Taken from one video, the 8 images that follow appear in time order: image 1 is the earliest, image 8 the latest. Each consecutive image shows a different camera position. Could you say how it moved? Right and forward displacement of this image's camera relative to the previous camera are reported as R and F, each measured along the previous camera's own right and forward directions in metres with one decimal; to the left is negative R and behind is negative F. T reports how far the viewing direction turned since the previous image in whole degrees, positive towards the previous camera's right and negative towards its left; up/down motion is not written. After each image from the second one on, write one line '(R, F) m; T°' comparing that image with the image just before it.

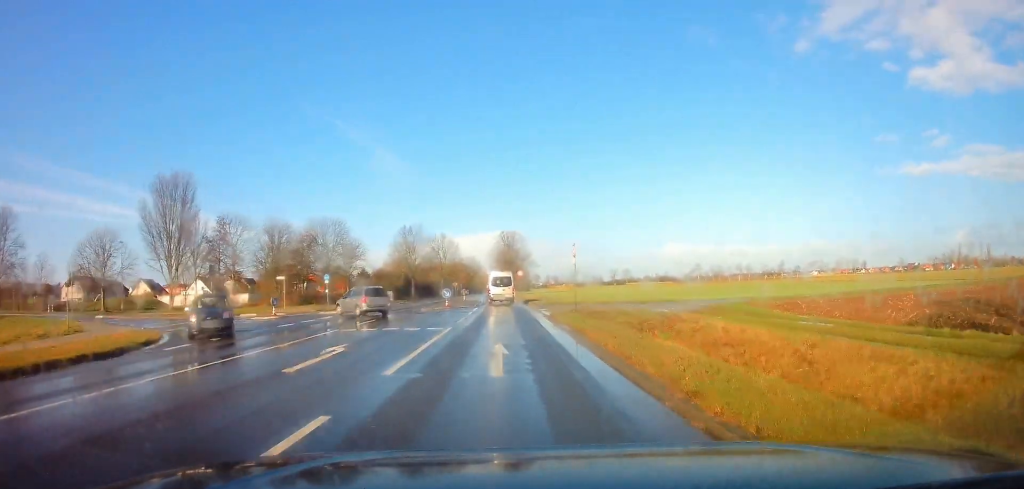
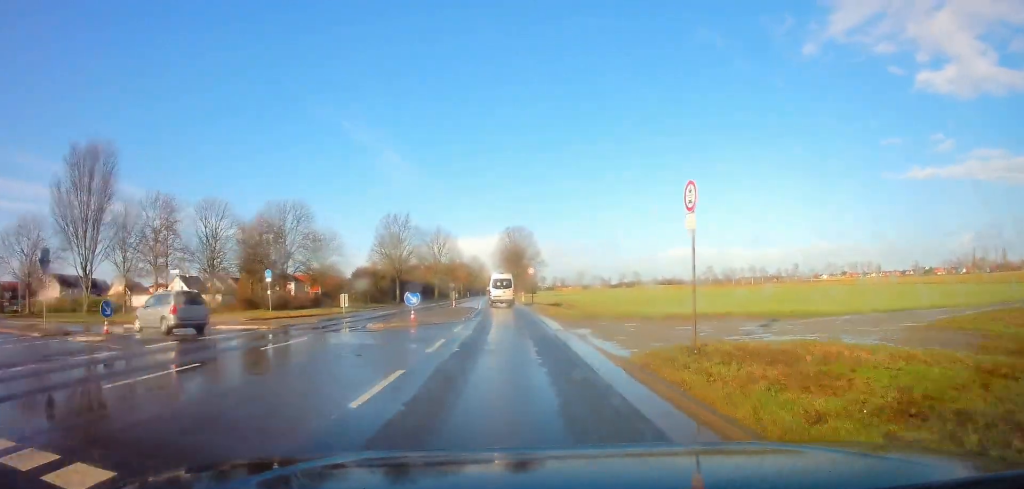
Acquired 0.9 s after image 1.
(0.0, +16.2) m; -1°
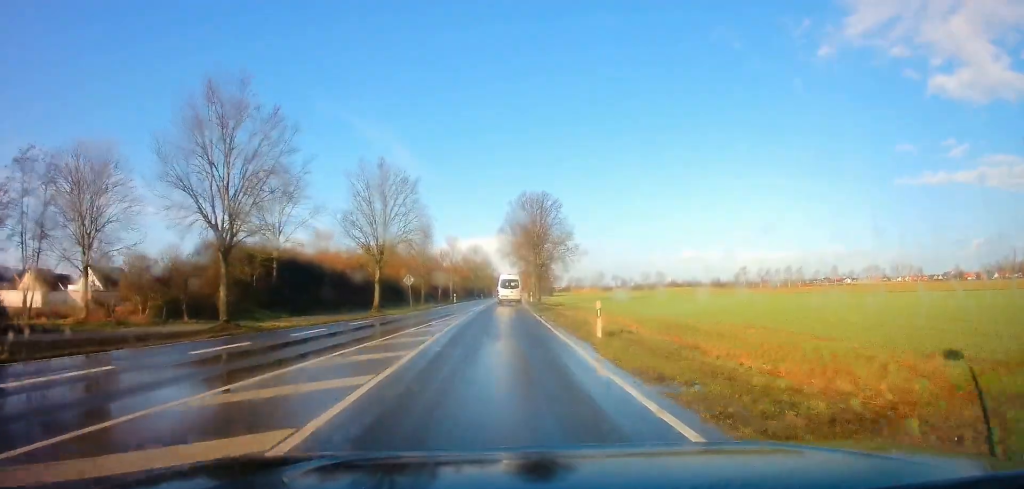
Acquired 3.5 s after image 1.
(0.0, +46.6) m; -1°
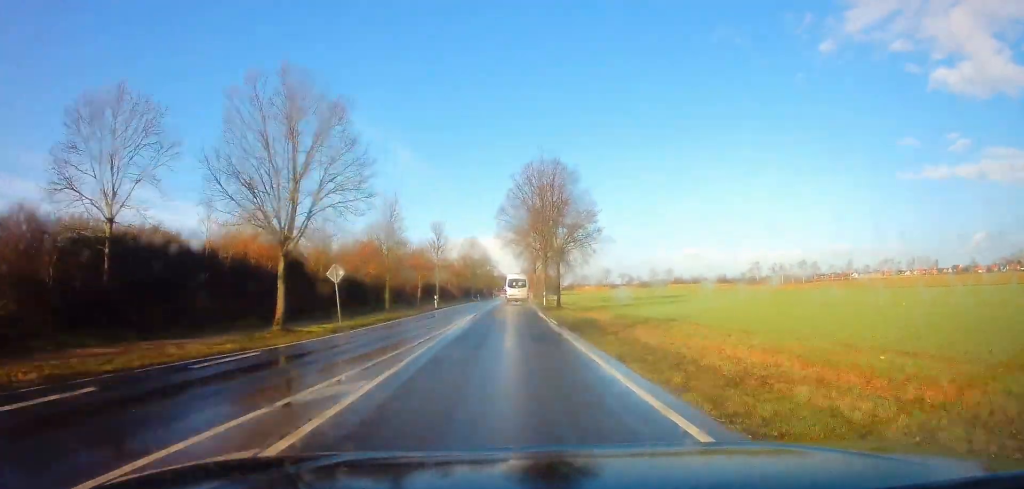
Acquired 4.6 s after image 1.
(-0.3, +19.6) m; 0°
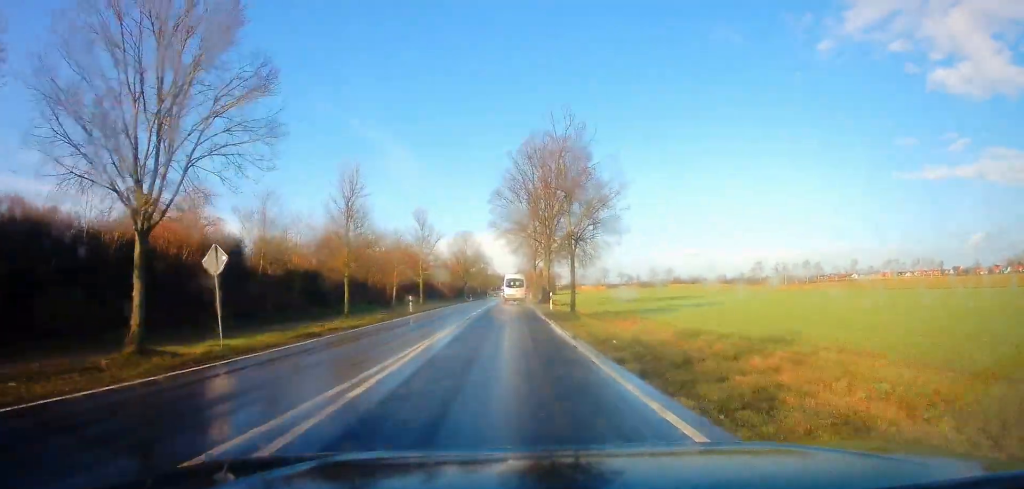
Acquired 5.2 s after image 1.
(+0.1, +10.5) m; 0°
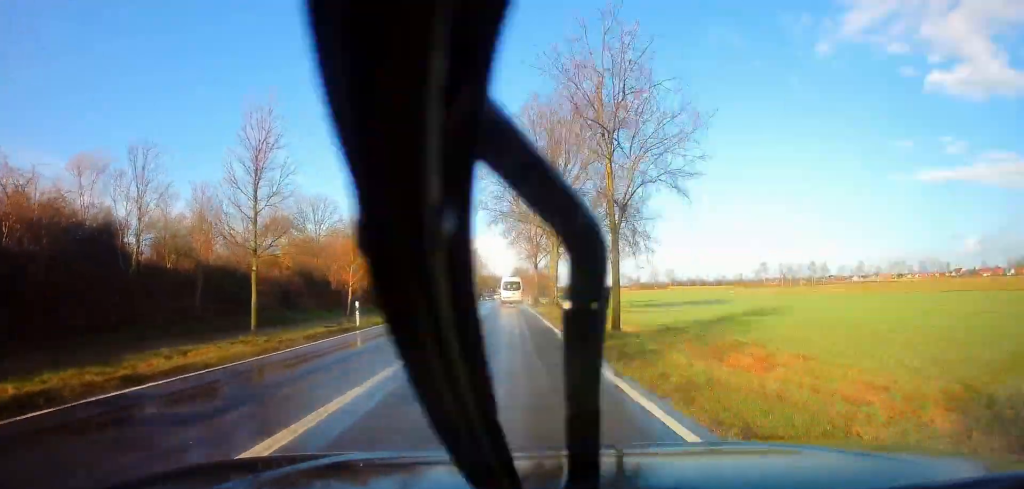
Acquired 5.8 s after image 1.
(+0.1, +12.4) m; +1°
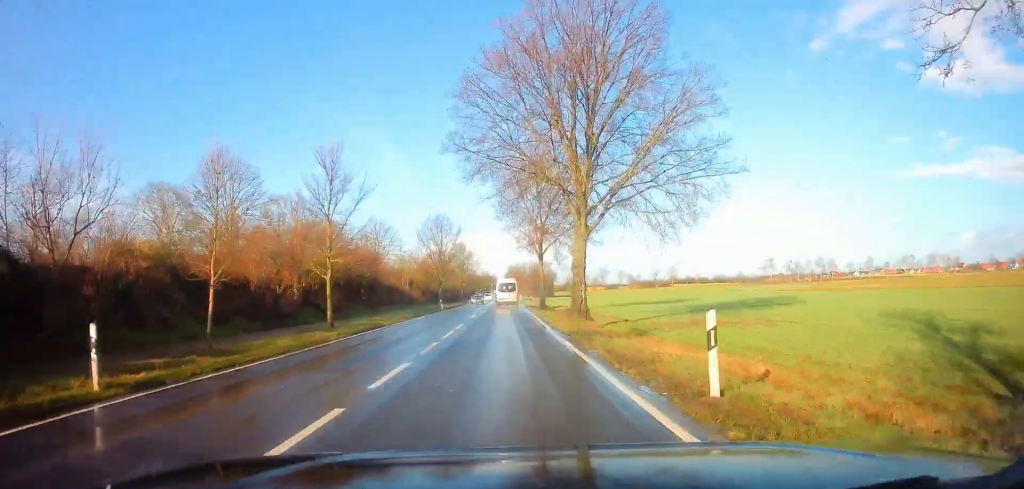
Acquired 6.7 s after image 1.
(0.0, +16.5) m; +1°
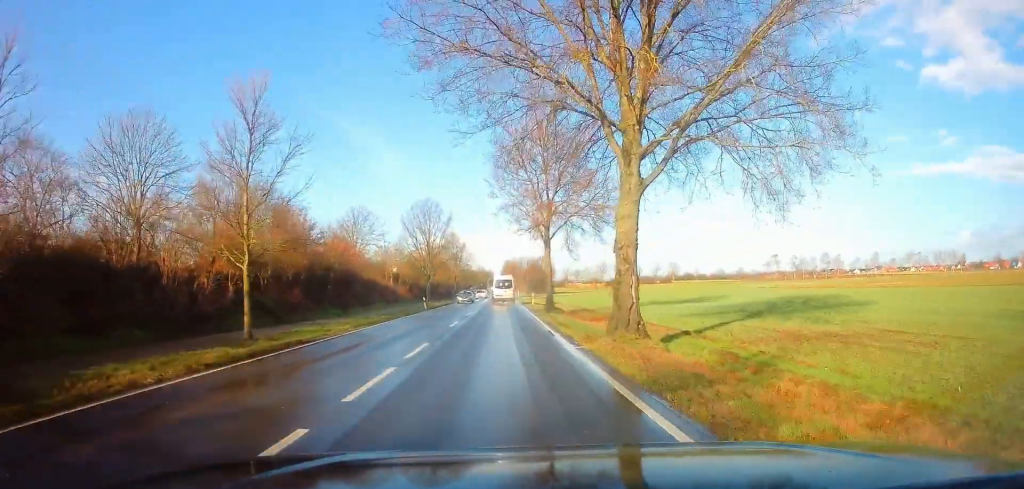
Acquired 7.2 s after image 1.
(+0.2, +10.0) m; 0°
